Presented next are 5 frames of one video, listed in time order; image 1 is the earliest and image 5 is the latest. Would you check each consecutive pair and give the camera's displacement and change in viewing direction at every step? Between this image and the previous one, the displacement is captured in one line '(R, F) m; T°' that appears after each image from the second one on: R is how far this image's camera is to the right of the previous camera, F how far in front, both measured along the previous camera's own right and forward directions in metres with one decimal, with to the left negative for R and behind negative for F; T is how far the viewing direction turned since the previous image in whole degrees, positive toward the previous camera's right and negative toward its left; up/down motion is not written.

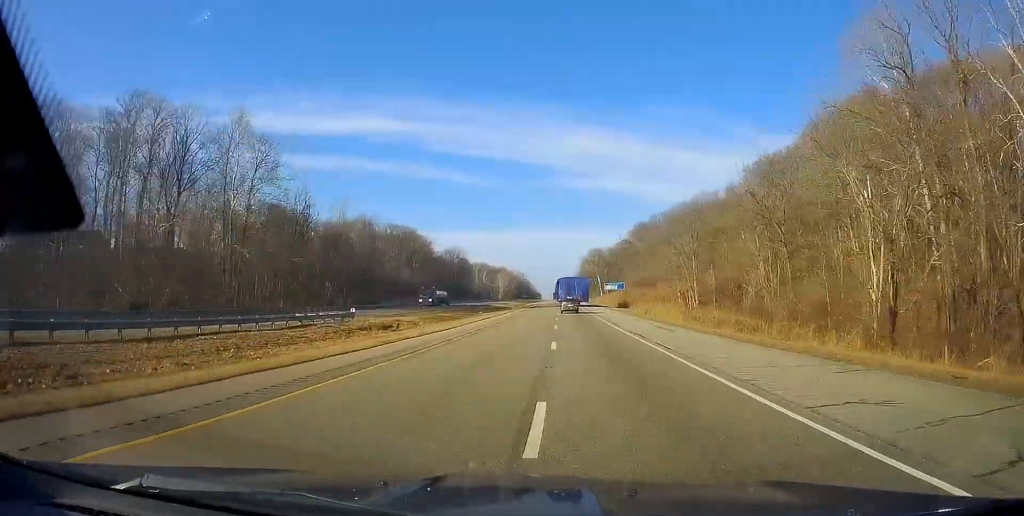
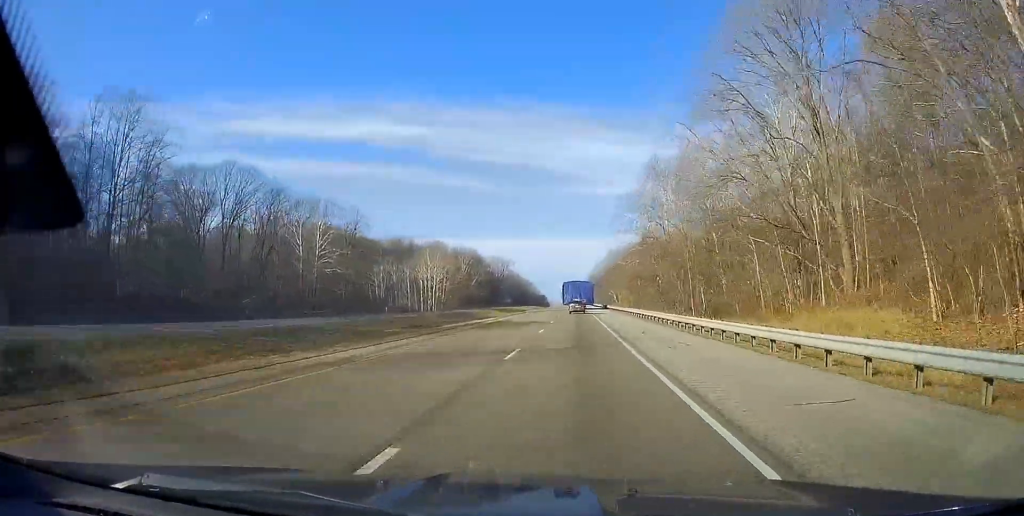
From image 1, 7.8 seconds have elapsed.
(-3.3, +258.5) m; -1°
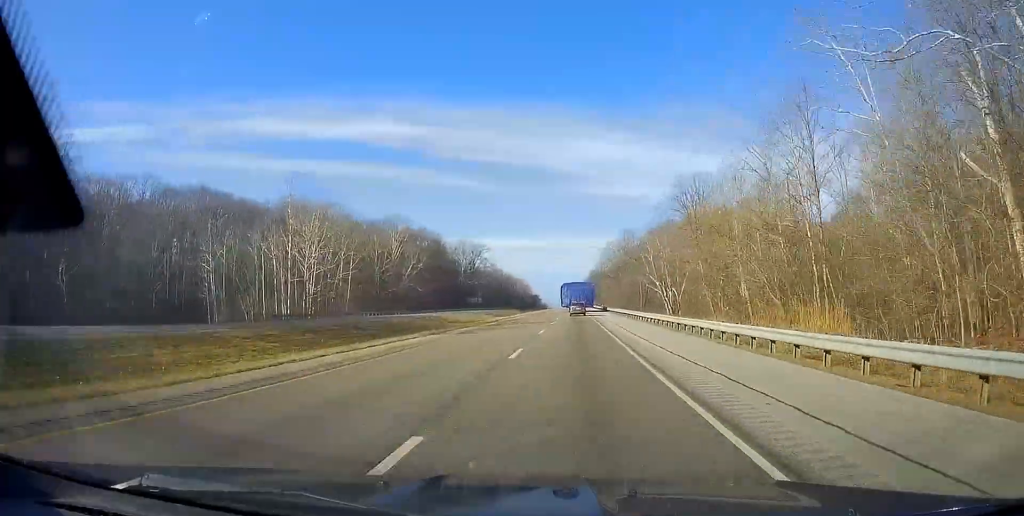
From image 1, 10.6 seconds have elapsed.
(-0.6, +96.8) m; 0°
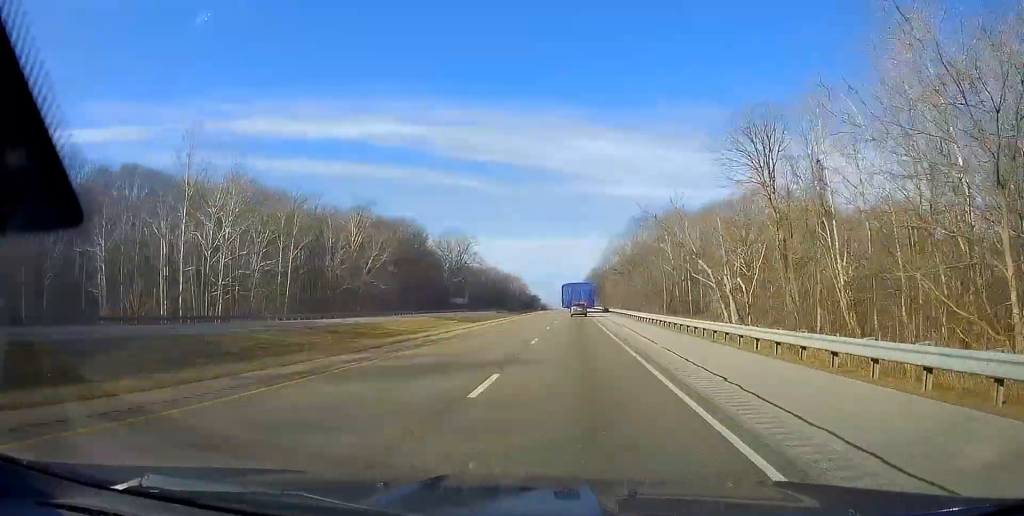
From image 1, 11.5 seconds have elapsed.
(-0.1, +30.7) m; 0°
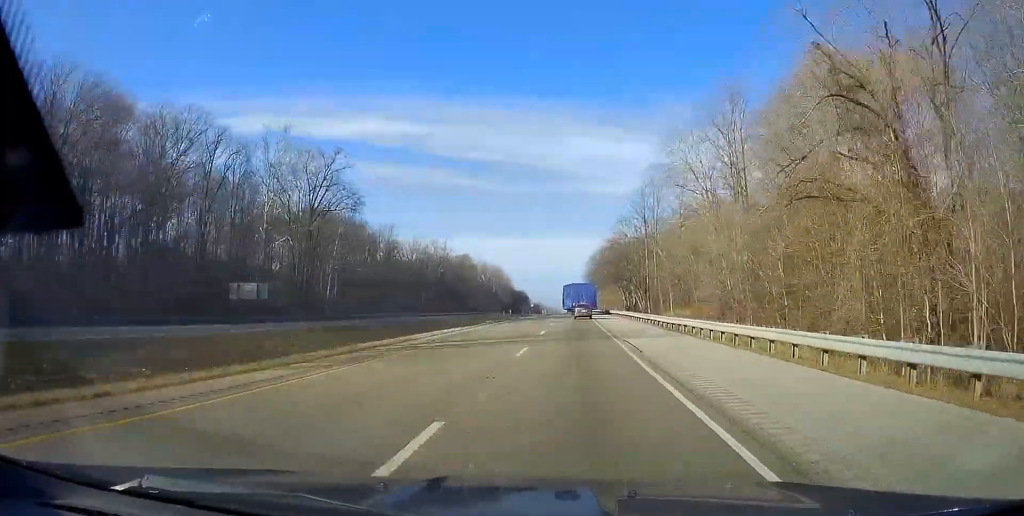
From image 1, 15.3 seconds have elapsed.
(+0.9, +127.1) m; 0°
